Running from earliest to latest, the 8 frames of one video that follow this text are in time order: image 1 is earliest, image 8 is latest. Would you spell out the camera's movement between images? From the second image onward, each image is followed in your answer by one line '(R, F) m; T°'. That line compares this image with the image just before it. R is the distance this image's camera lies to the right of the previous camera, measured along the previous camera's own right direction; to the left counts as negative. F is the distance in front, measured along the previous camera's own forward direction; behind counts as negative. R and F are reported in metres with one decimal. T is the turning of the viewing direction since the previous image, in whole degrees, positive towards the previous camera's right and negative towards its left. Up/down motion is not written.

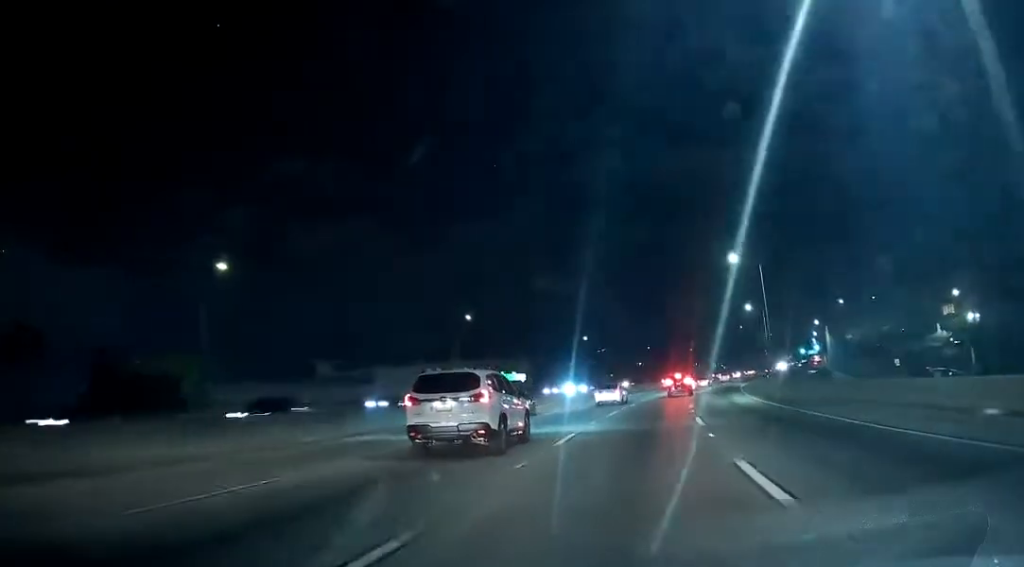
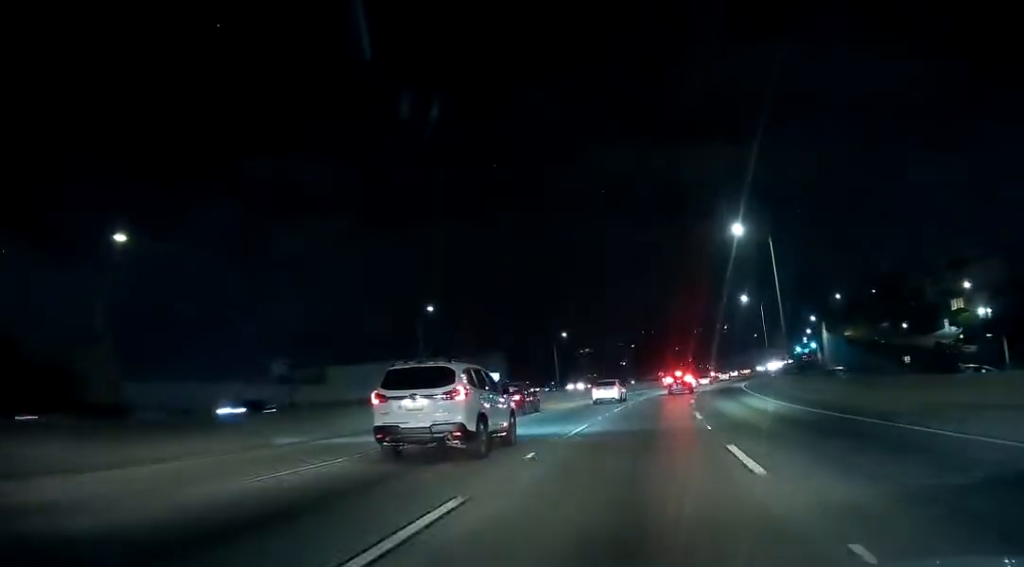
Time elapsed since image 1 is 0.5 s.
(0.0, +12.1) m; +1°
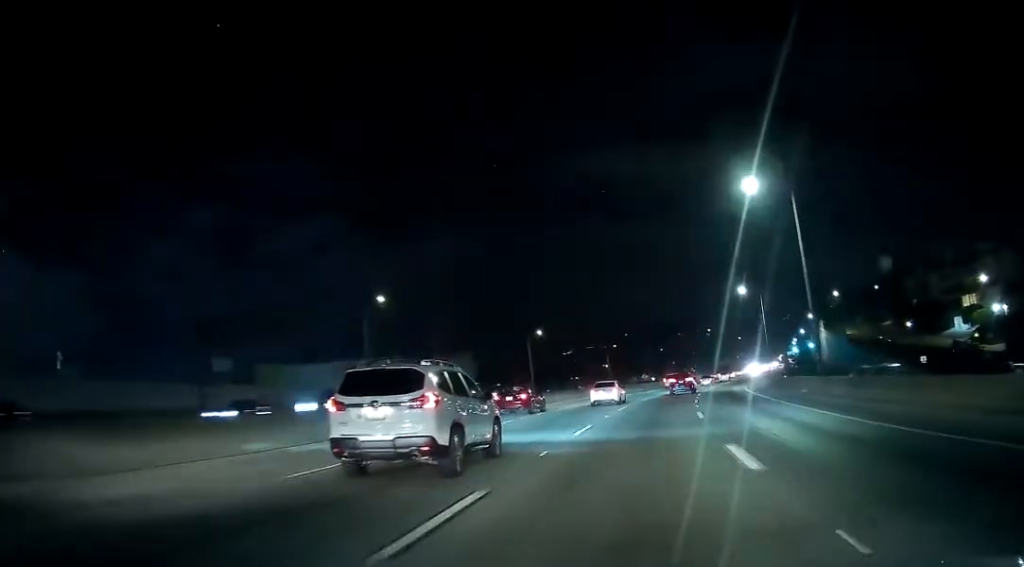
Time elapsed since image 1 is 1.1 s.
(+0.1, +13.8) m; +2°
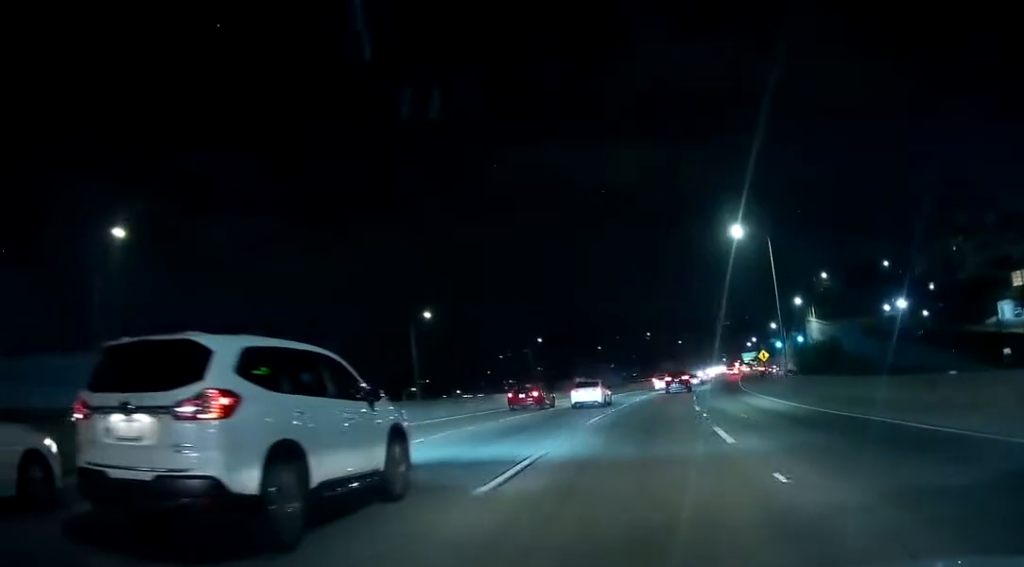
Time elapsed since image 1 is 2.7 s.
(+1.9, +39.8) m; +5°
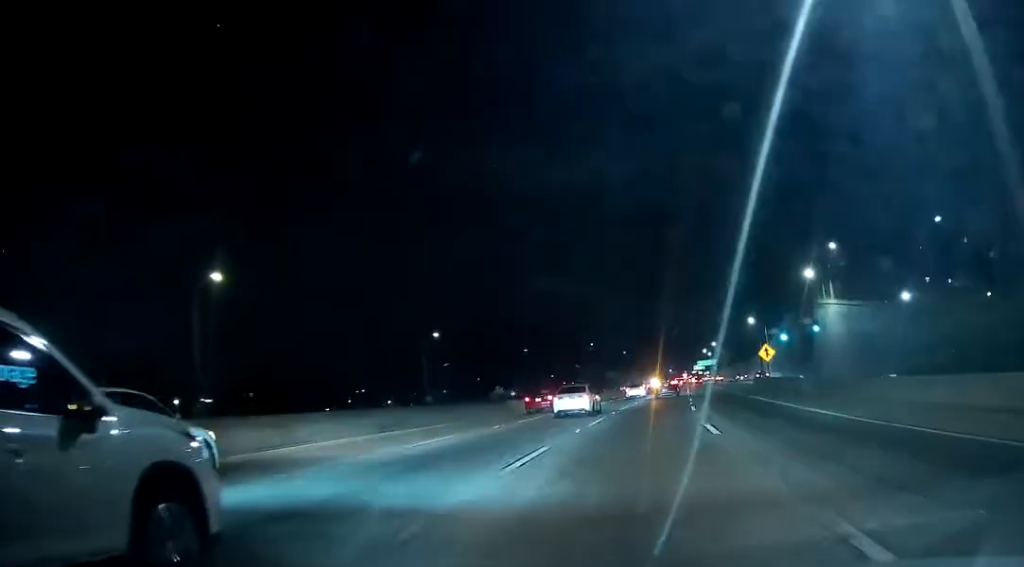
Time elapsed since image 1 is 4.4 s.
(+1.5, +41.8) m; +5°
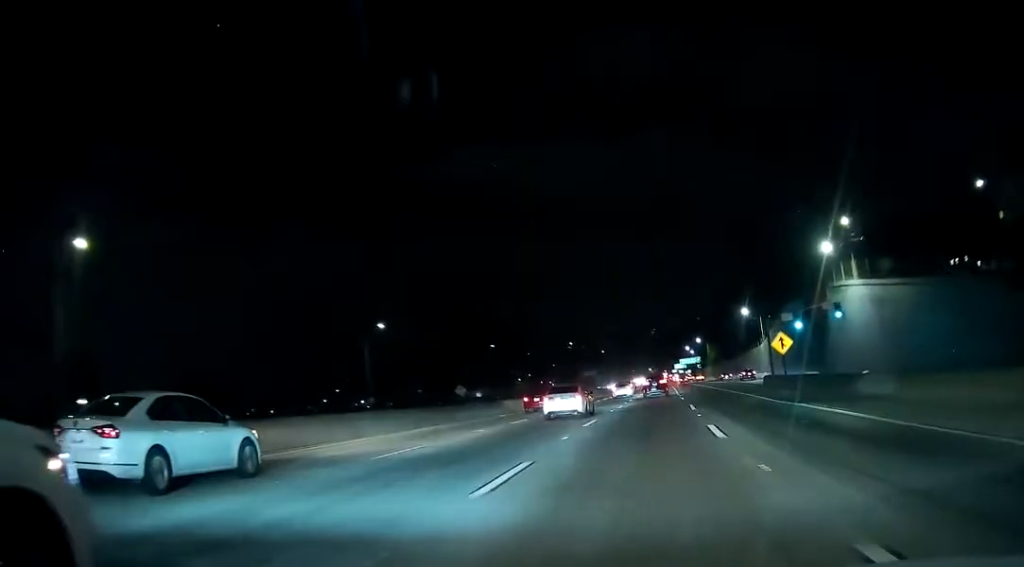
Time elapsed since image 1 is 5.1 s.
(+0.5, +15.2) m; +1°
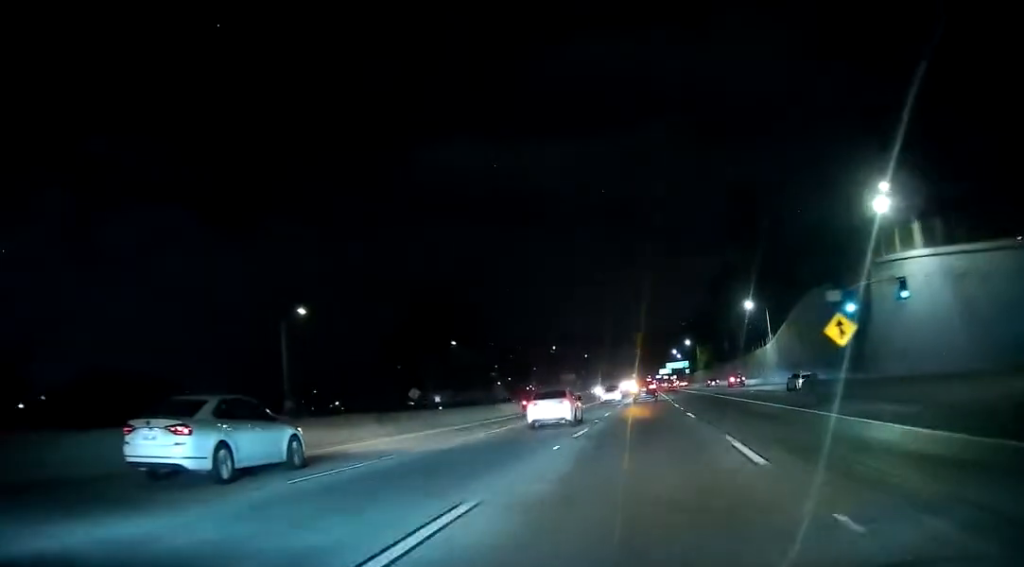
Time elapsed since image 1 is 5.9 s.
(+0.2, +19.2) m; +1°
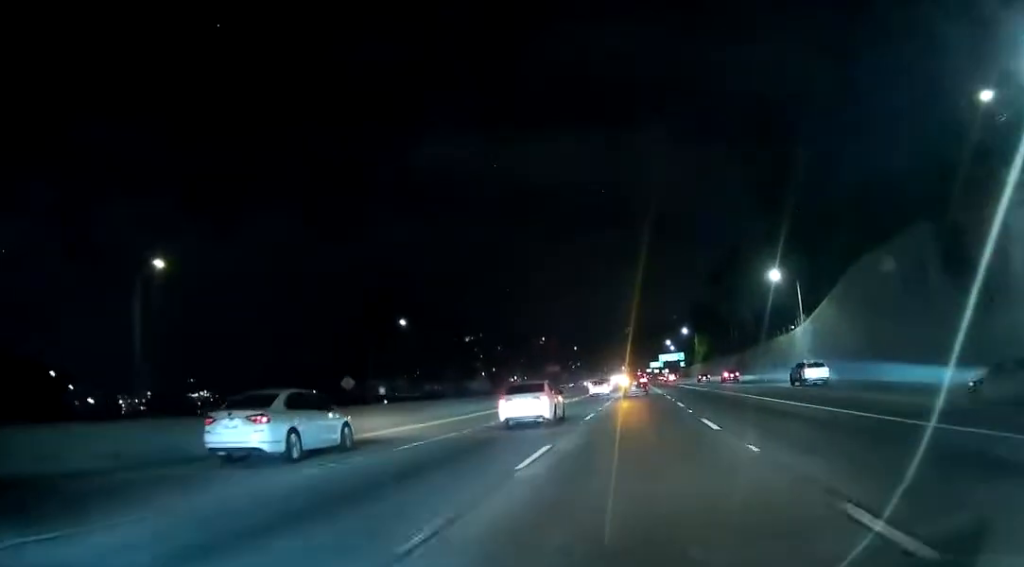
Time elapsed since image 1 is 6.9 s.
(+0.1, +24.0) m; +1°
